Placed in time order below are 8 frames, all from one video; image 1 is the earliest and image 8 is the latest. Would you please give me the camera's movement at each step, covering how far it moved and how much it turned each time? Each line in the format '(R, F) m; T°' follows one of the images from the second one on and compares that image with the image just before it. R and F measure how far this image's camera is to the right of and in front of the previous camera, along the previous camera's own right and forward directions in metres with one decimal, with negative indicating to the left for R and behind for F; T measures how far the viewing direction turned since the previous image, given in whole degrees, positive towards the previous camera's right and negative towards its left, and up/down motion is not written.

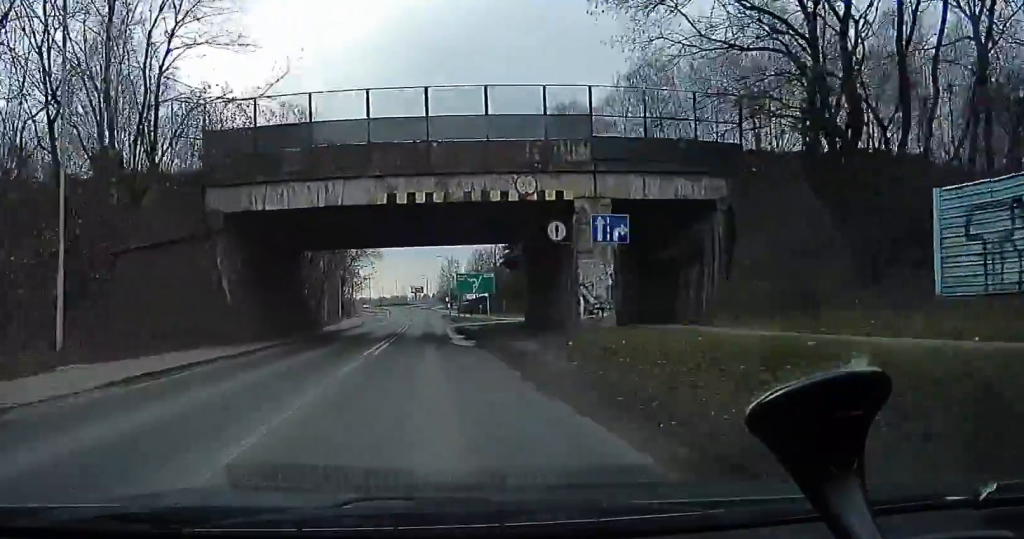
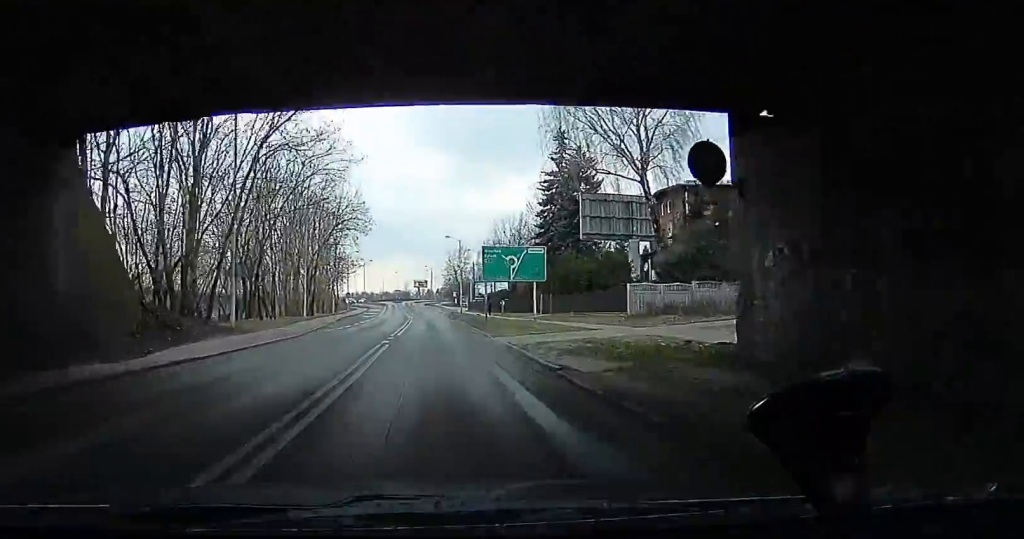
(+0.7, +22.8) m; -3°
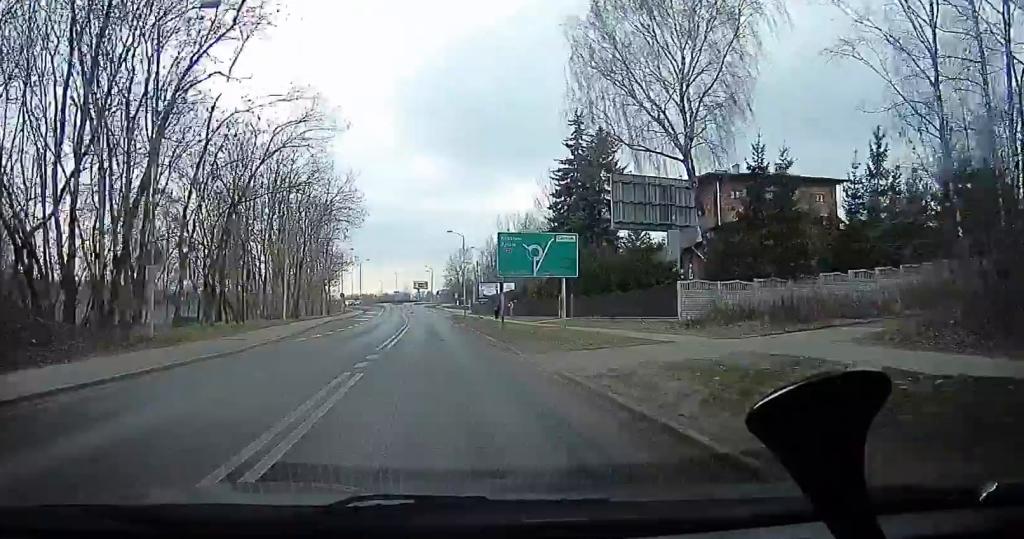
(-0.3, +7.2) m; -3°
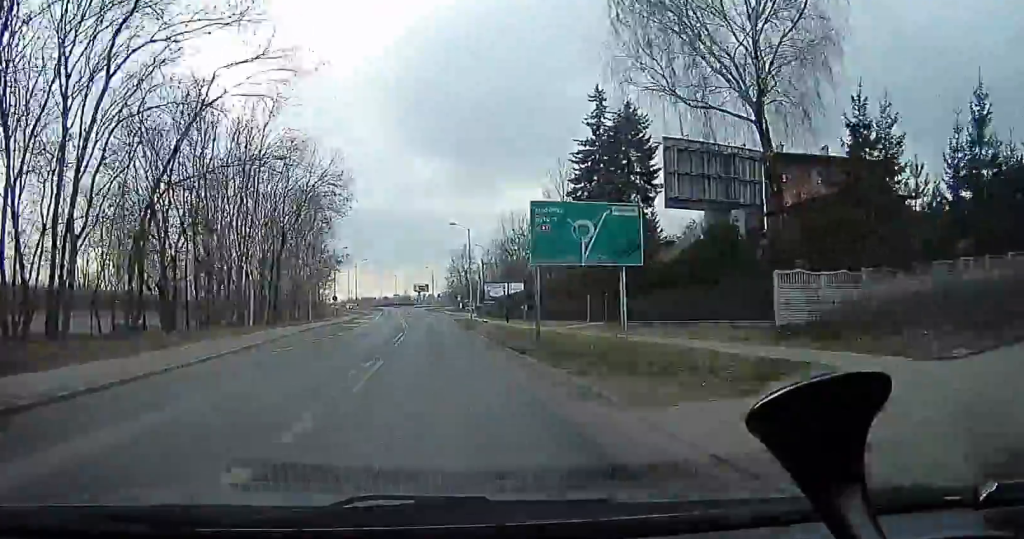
(0.0, +8.1) m; 0°
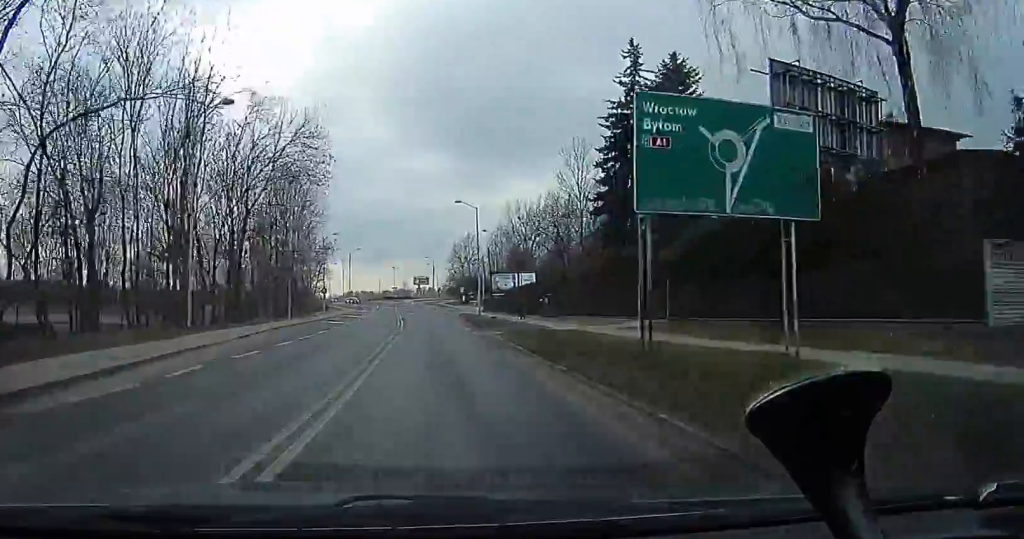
(0.0, +9.1) m; +1°
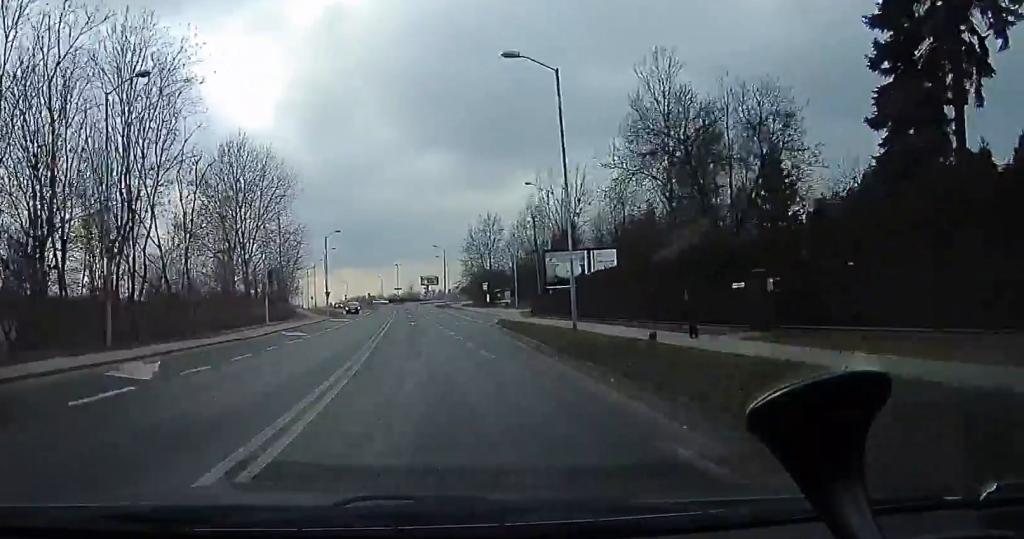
(+2.6, +30.5) m; +4°
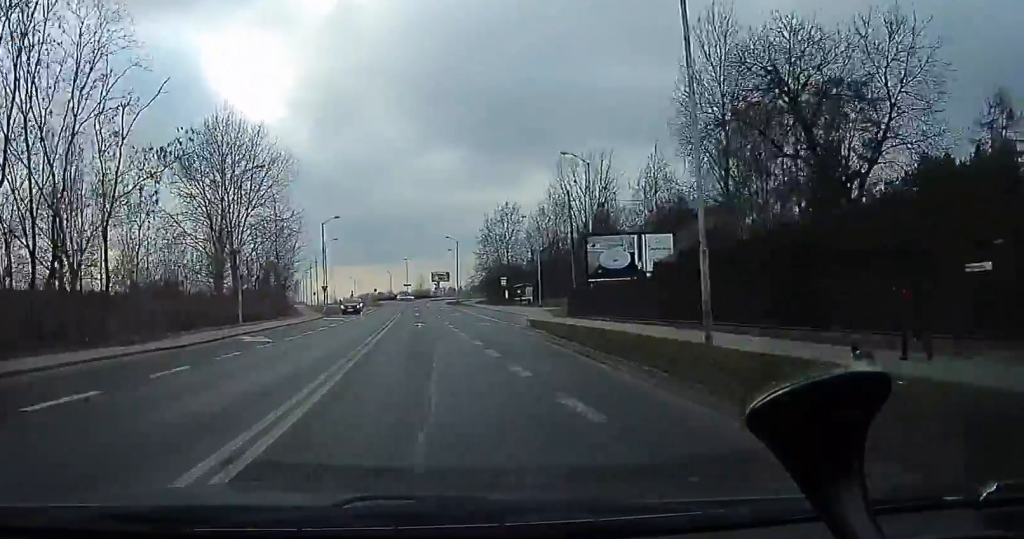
(-0.8, +9.2) m; -3°
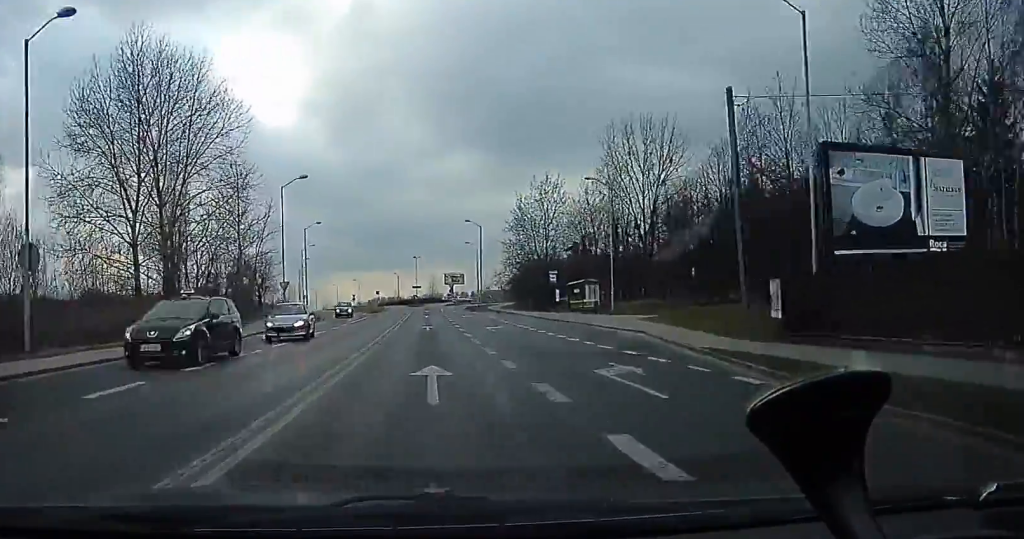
(-0.7, +22.6) m; -2°
